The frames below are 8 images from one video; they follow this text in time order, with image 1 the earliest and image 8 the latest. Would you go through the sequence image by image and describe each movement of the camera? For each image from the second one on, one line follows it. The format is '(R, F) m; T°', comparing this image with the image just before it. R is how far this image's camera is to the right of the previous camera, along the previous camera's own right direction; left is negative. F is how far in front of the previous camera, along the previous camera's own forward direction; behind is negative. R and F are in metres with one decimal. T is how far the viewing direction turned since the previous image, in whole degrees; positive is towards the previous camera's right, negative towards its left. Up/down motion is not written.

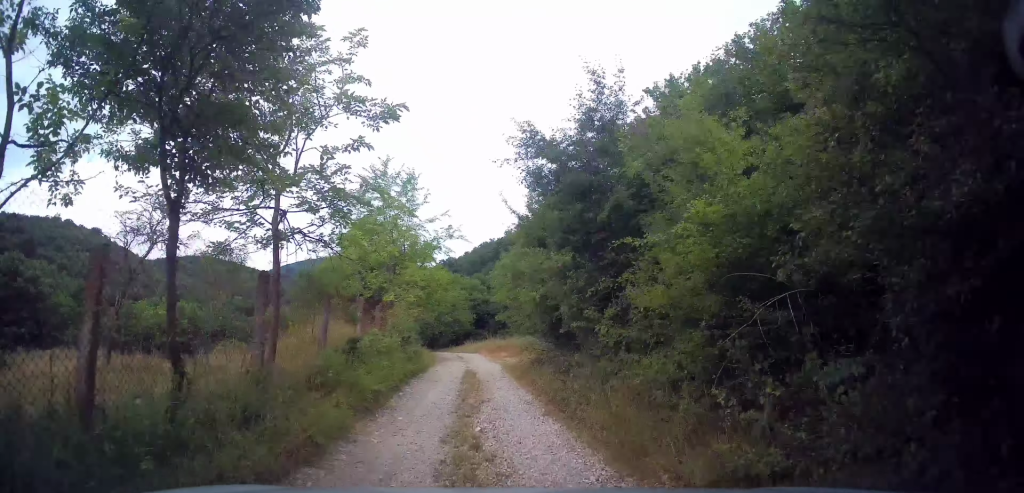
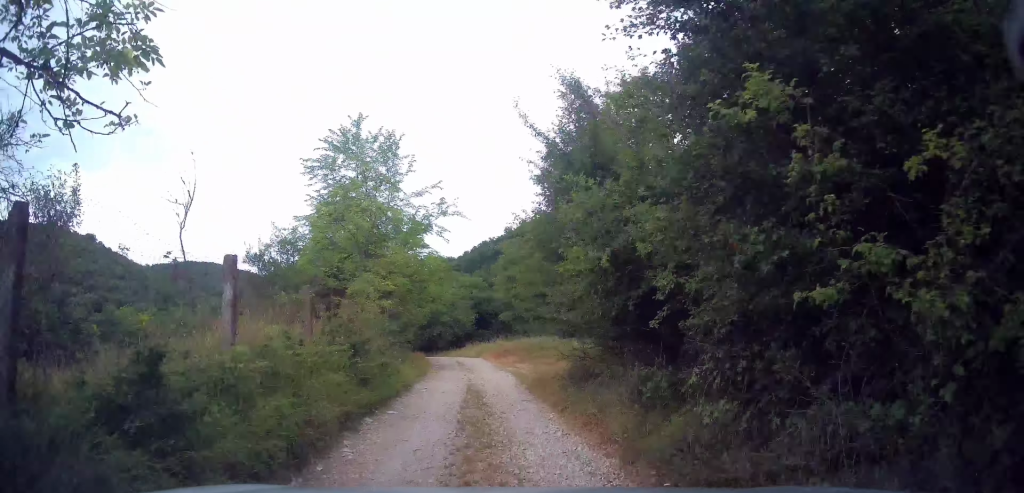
(-0.1, +5.7) m; -1°
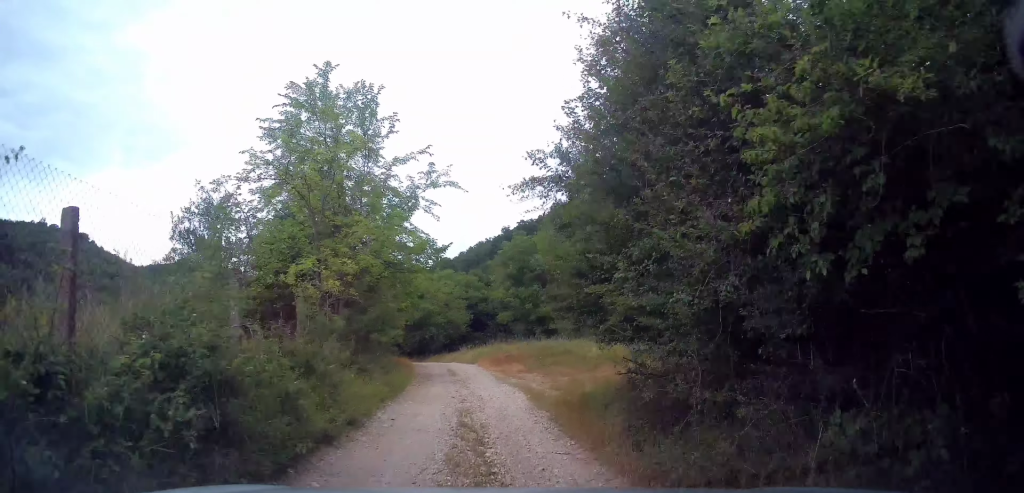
(0.0, +4.5) m; +1°
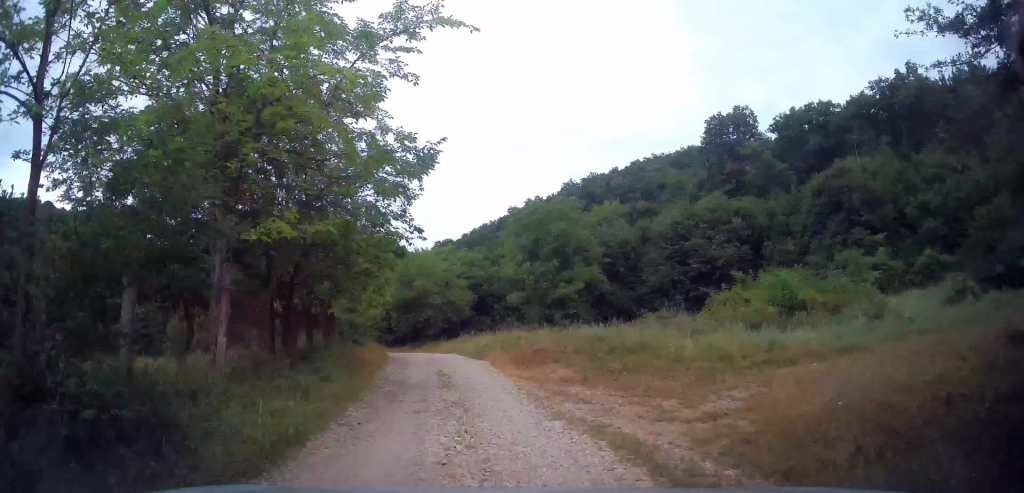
(+0.2, +8.7) m; -3°
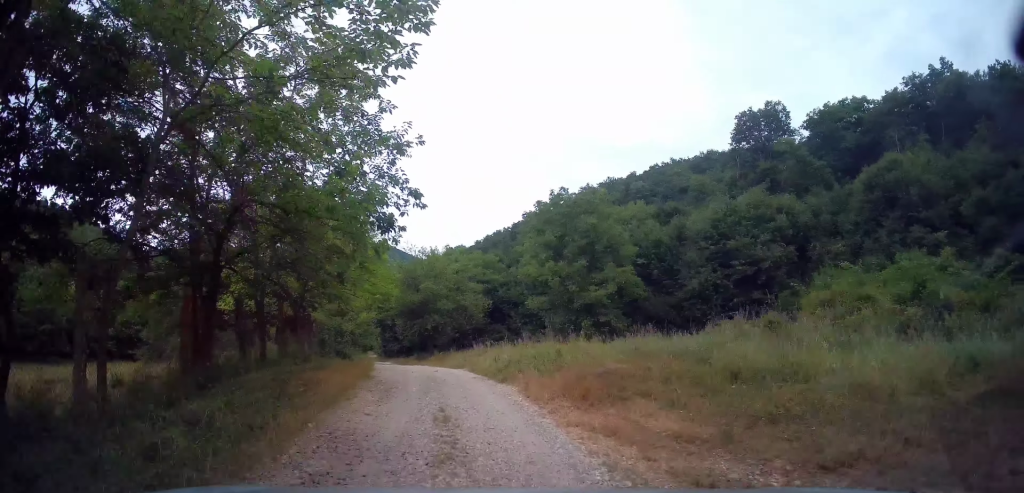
(-0.4, +5.3) m; 0°
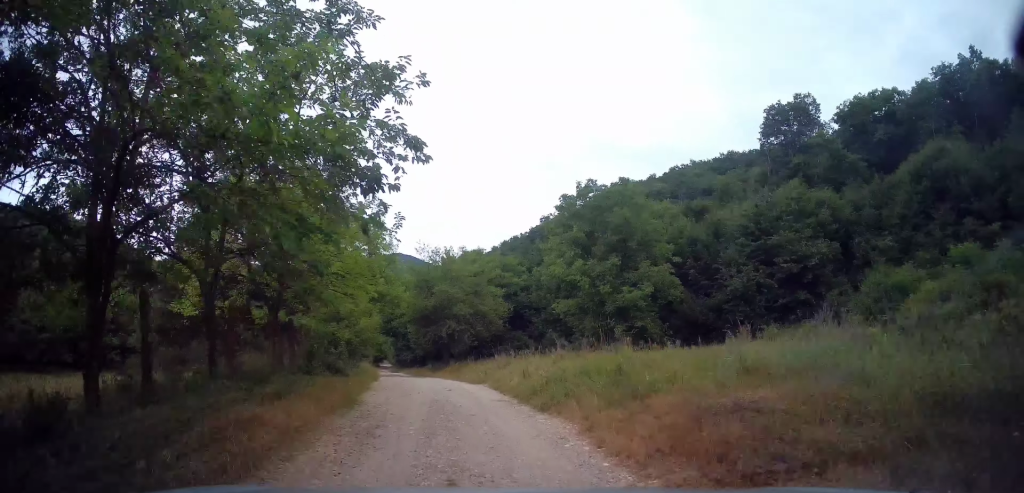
(+0.1, +3.7) m; 0°
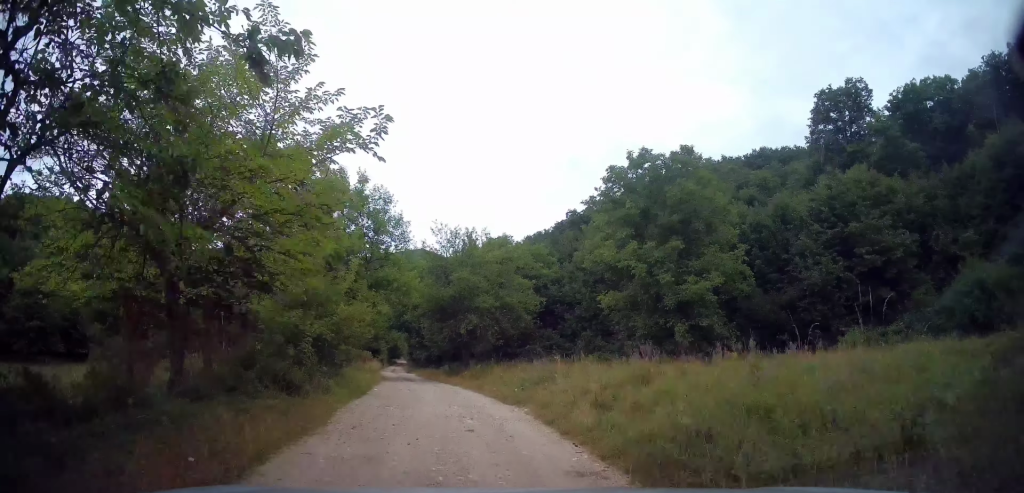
(+0.1, +6.2) m; -2°
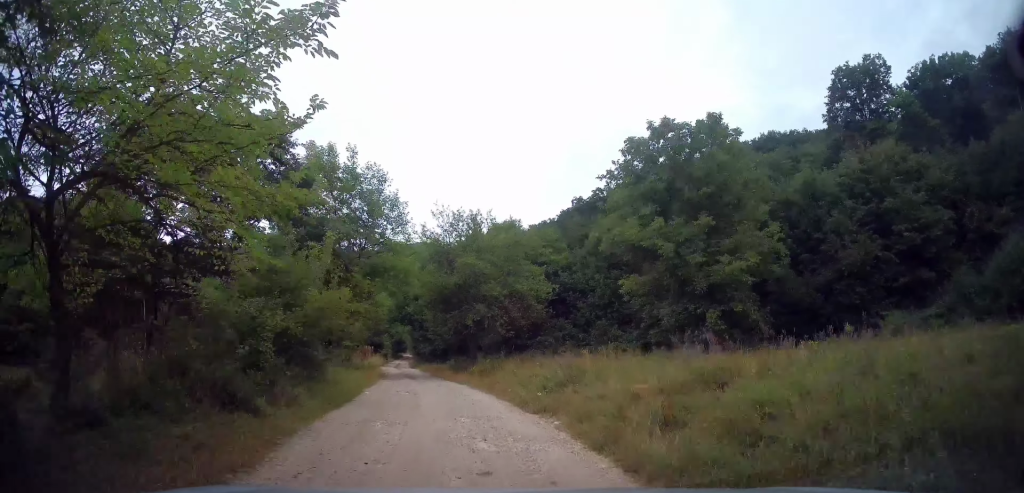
(-0.1, +3.0) m; -2°
